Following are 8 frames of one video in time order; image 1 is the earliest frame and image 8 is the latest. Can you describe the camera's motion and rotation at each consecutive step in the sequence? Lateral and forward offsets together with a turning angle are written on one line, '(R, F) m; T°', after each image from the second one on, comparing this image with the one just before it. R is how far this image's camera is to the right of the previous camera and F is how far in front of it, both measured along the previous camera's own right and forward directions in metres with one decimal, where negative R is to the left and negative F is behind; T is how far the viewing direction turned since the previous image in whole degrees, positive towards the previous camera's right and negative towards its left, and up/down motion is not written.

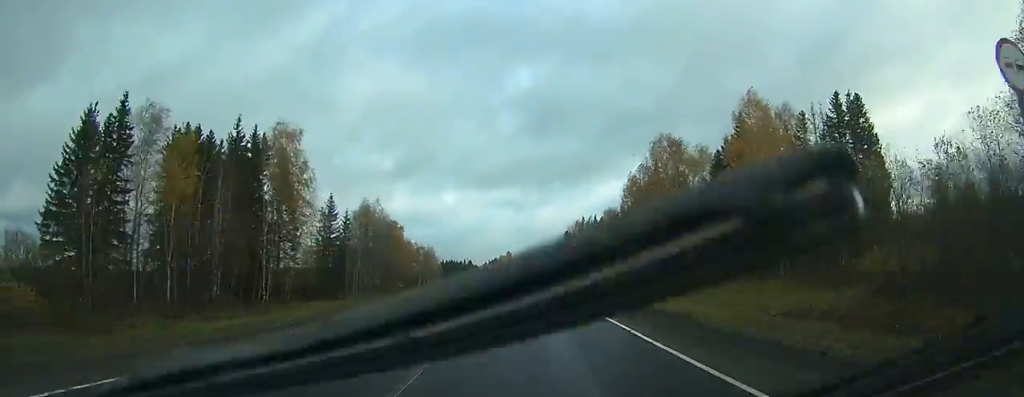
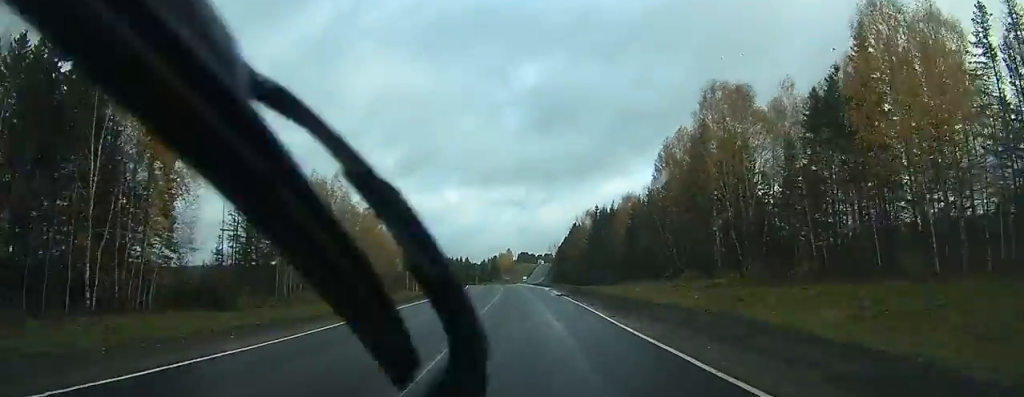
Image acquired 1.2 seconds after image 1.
(+0.1, +26.5) m; 0°
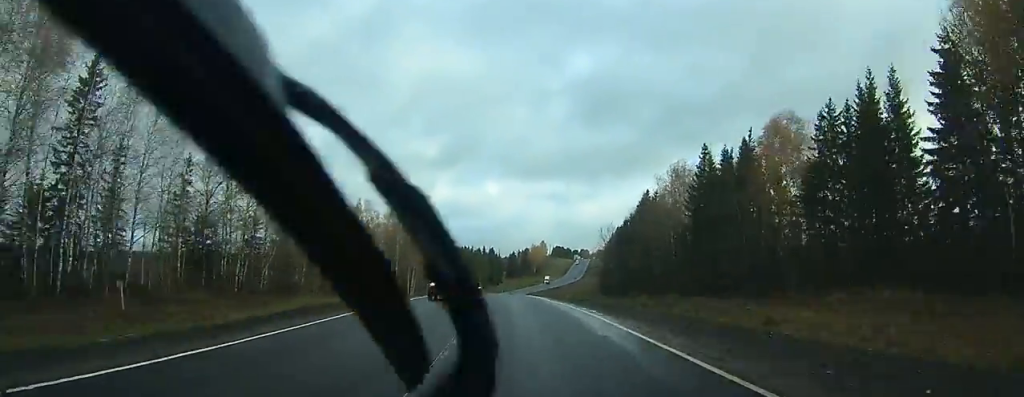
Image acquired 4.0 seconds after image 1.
(-0.6, +61.1) m; -2°
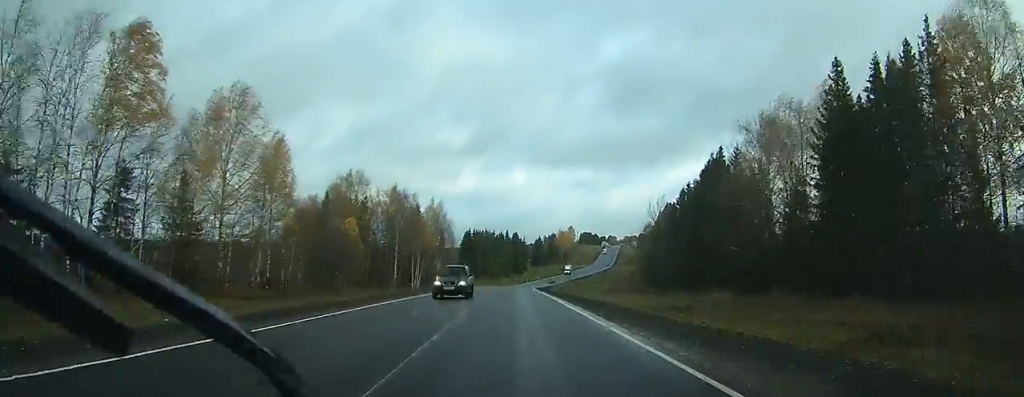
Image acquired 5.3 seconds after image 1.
(-0.6, +27.3) m; -1°
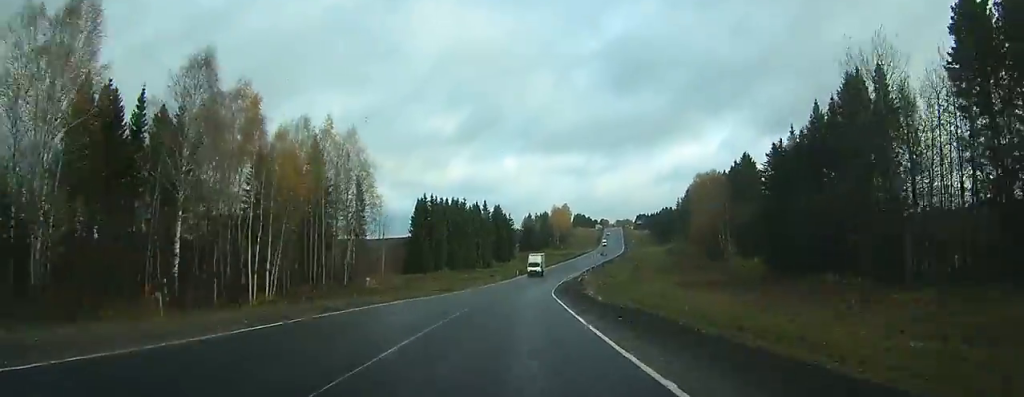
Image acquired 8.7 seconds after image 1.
(-1.6, +74.5) m; 0°
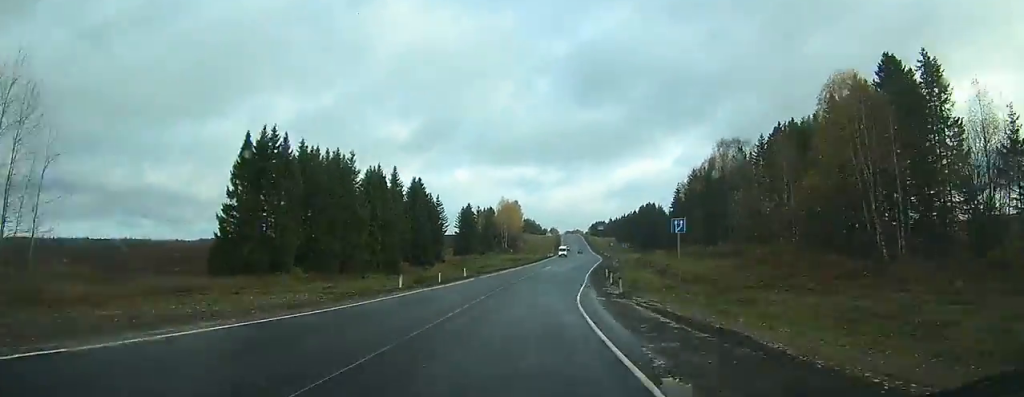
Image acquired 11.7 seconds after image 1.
(+2.2, +65.5) m; +5°
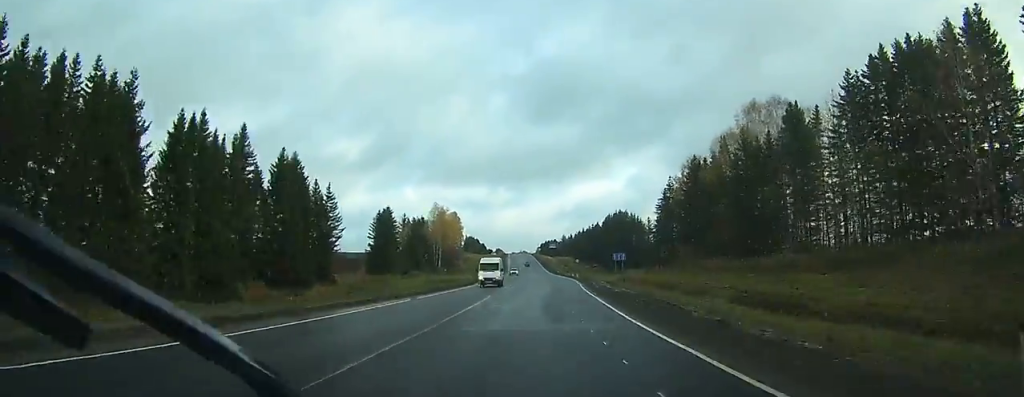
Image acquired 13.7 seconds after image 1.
(+1.7, +43.5) m; +4°
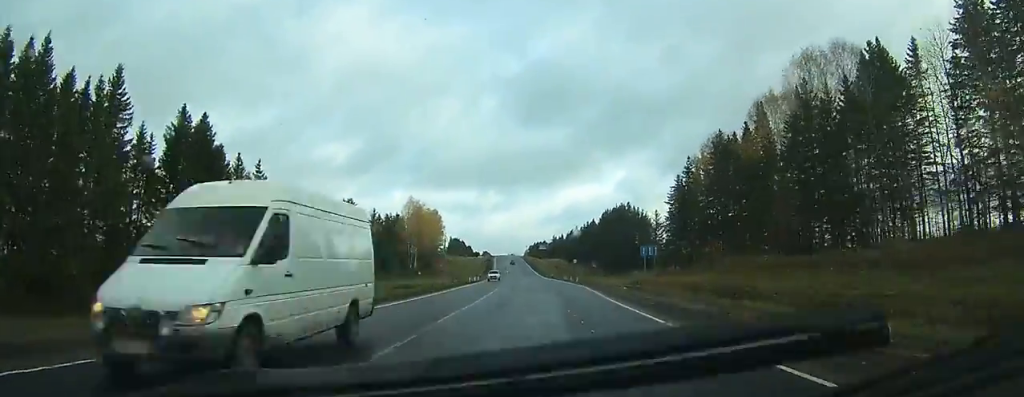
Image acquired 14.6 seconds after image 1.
(+0.3, +21.5) m; +1°
